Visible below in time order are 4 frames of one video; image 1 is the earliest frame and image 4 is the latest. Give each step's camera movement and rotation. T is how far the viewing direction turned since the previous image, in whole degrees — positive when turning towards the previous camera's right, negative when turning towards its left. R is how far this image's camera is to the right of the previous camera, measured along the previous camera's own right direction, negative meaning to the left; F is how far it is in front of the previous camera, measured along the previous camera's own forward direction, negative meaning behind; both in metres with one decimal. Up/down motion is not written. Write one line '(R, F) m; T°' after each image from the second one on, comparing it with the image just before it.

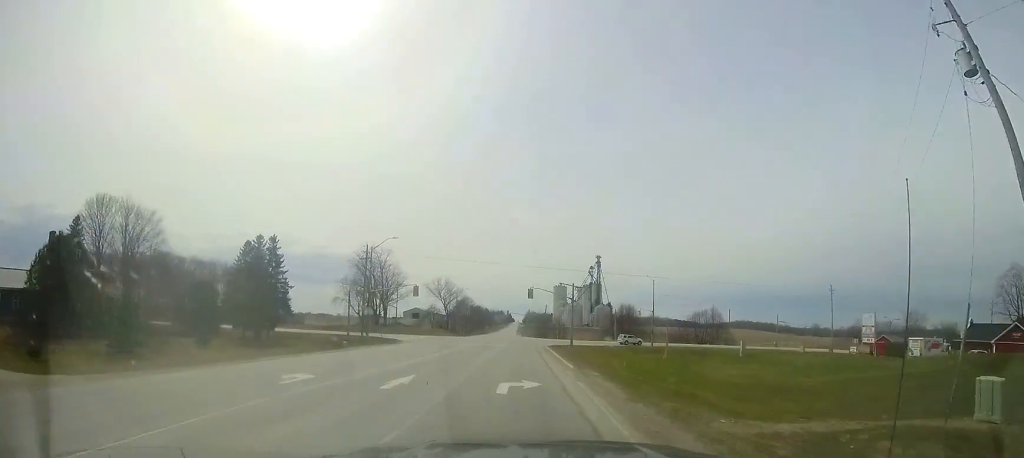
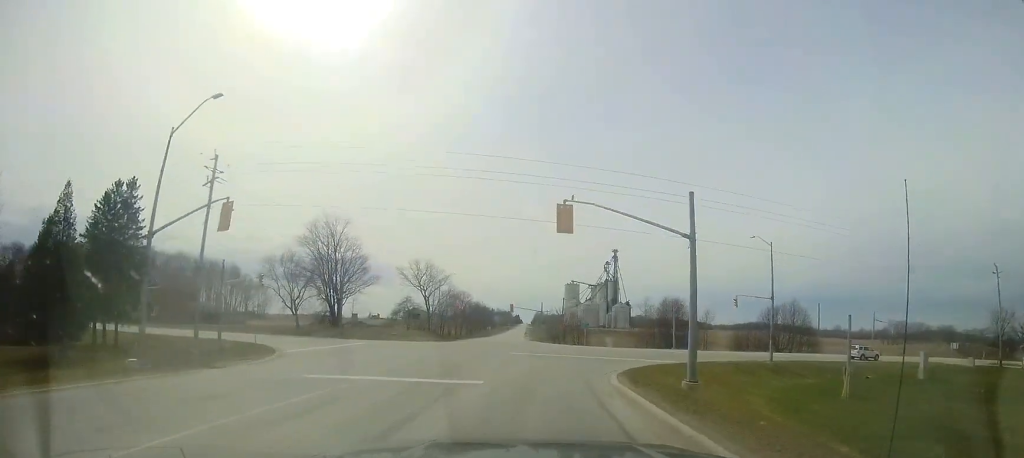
(+0.5, +28.4) m; +3°
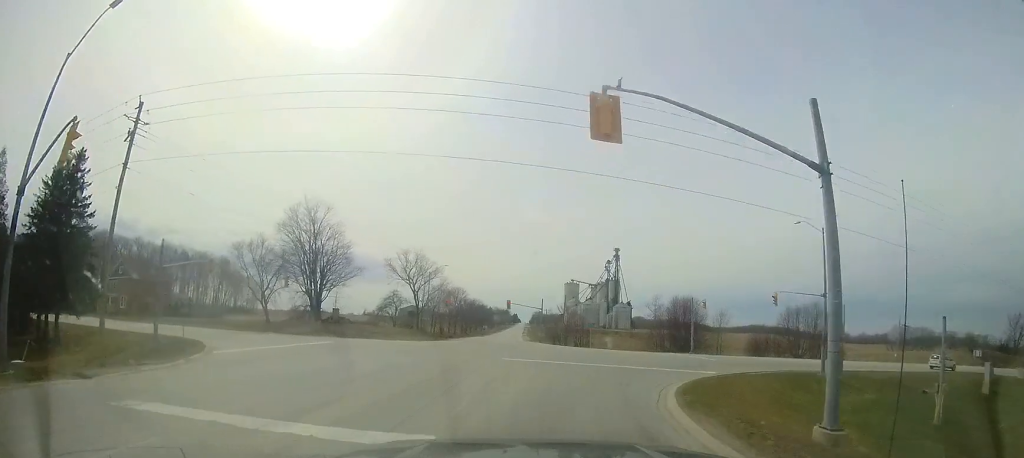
(0.0, +6.9) m; 0°
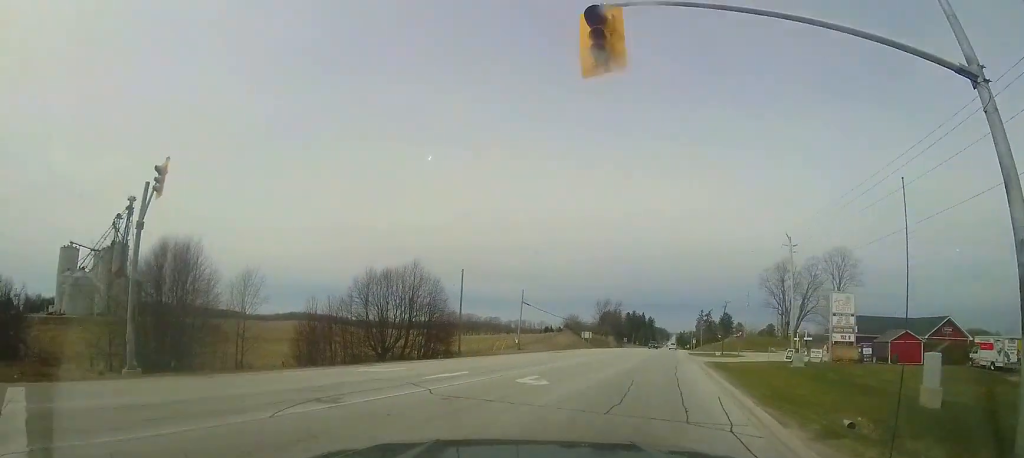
(+14.3, +29.7) m; +65°
